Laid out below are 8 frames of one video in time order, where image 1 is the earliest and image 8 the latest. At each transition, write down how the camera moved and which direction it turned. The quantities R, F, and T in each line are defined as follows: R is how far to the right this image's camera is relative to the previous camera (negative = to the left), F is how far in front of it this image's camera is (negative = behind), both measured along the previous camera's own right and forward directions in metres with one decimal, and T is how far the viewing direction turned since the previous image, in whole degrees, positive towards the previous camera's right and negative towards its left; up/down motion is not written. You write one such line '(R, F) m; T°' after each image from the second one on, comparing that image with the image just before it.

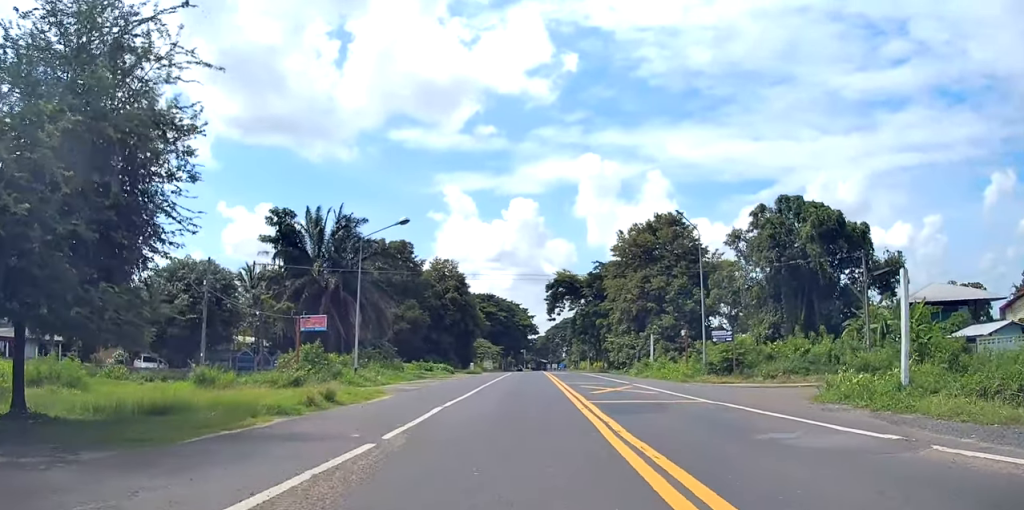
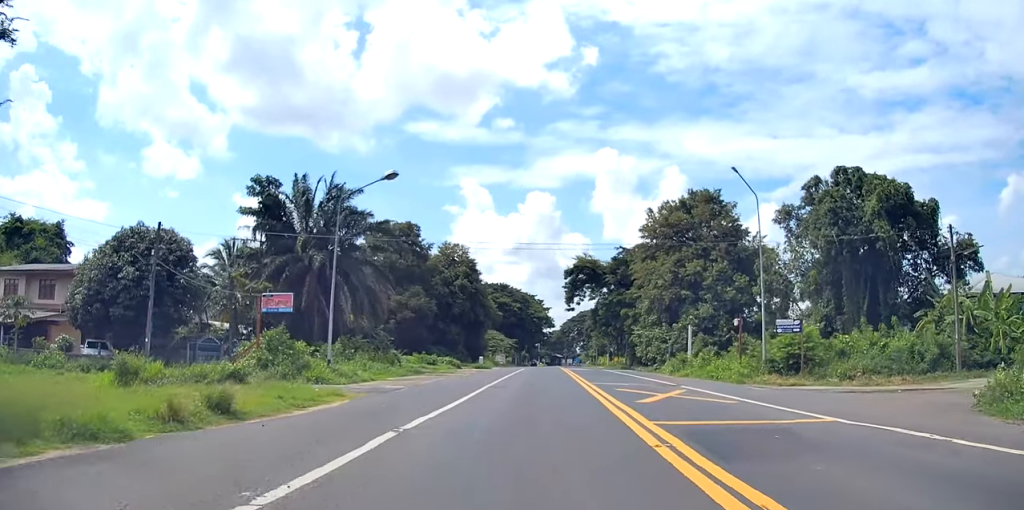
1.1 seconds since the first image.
(-0.5, +7.5) m; -1°
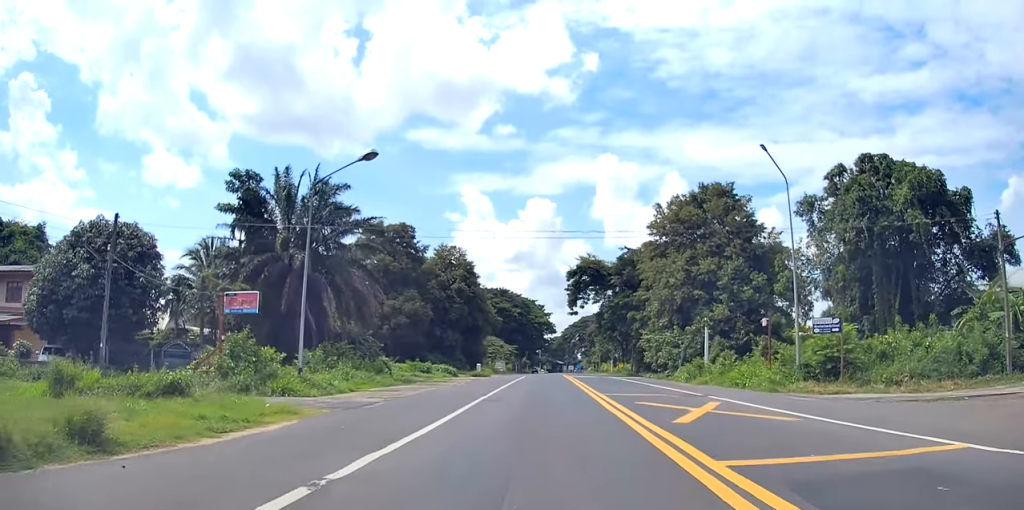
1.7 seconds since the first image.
(+0.2, +3.8) m; +2°
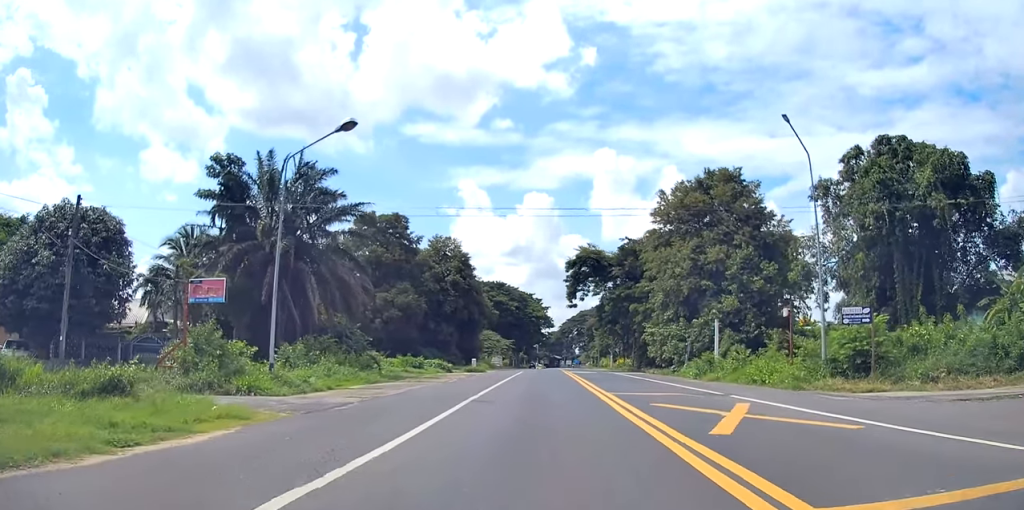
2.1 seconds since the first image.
(+0.1, +2.9) m; +2°
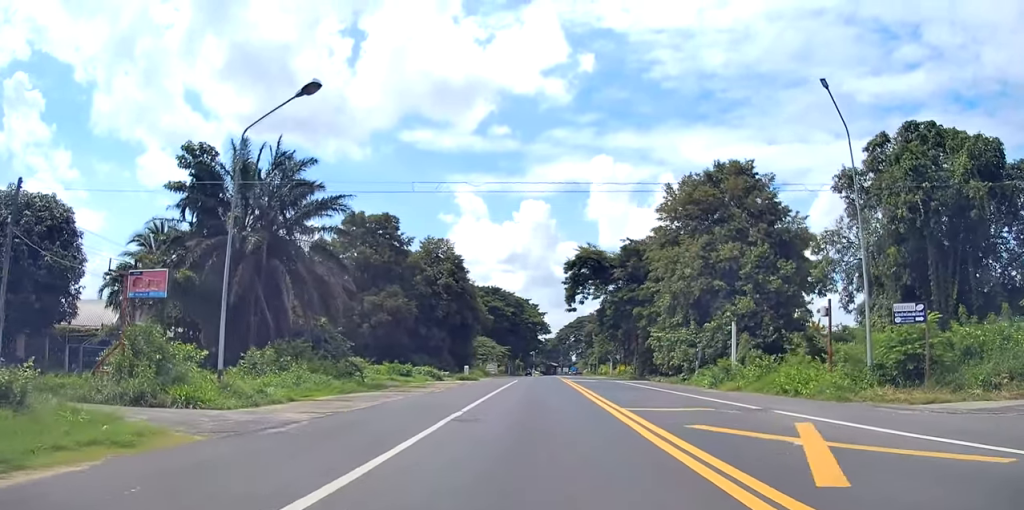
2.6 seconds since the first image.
(+0.1, +3.9) m; +2°
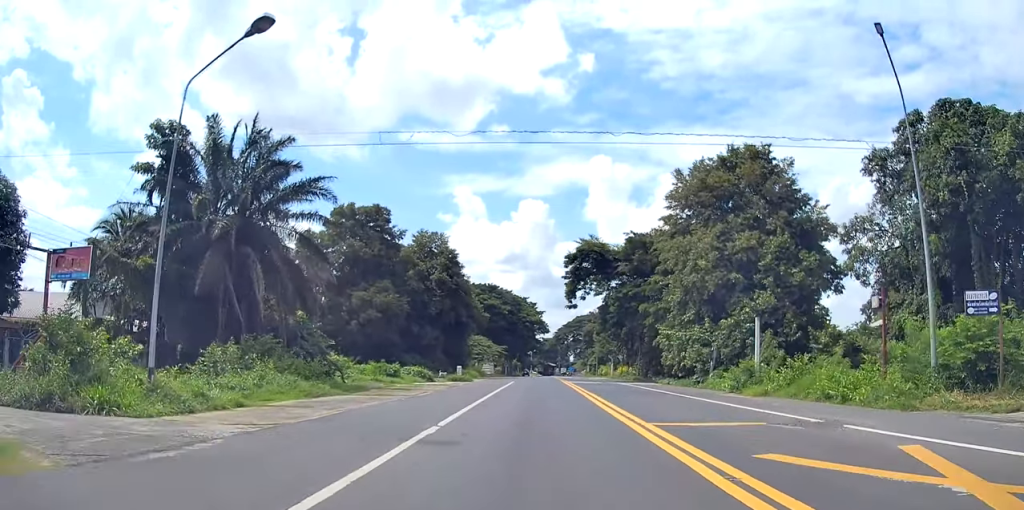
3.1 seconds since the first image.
(0.0, +3.6) m; +1°
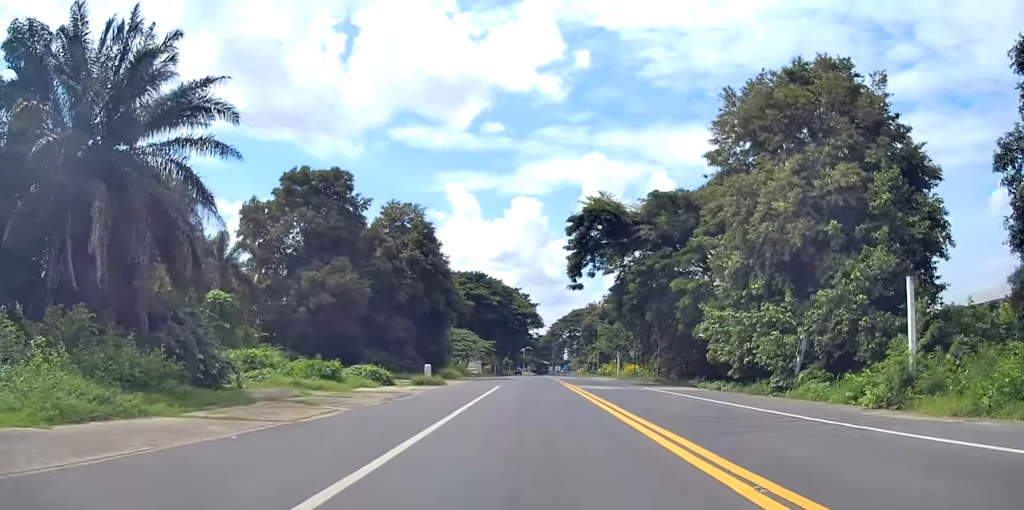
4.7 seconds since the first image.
(-0.2, +12.6) m; -4°
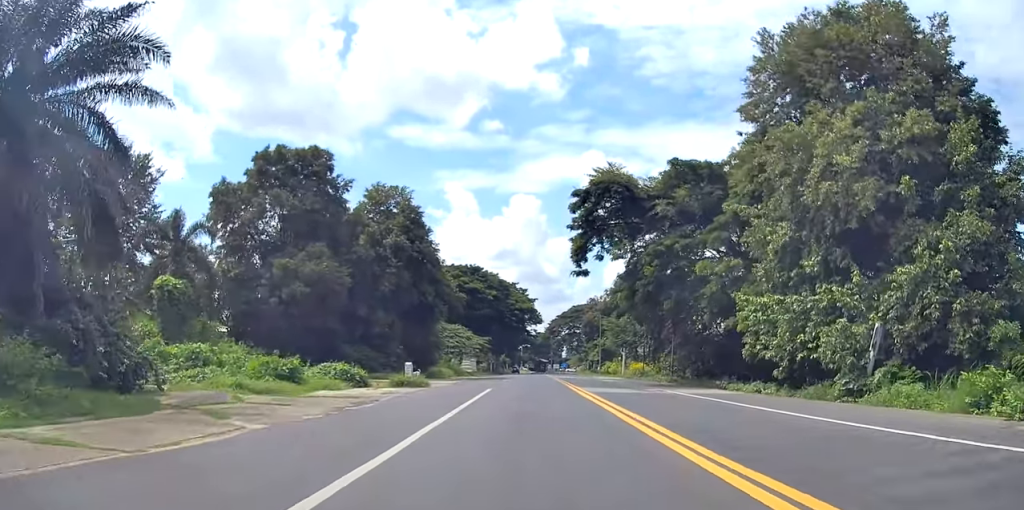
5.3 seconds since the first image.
(-0.2, +5.3) m; -2°
